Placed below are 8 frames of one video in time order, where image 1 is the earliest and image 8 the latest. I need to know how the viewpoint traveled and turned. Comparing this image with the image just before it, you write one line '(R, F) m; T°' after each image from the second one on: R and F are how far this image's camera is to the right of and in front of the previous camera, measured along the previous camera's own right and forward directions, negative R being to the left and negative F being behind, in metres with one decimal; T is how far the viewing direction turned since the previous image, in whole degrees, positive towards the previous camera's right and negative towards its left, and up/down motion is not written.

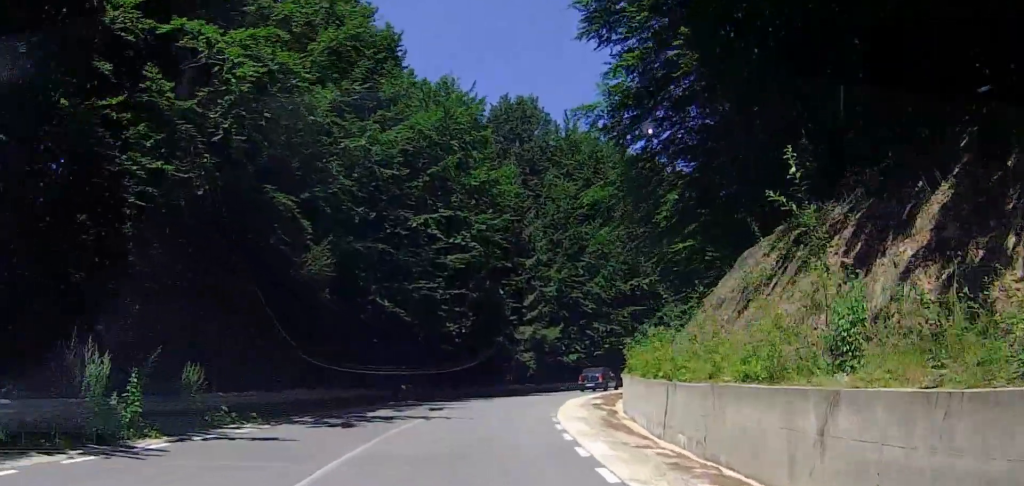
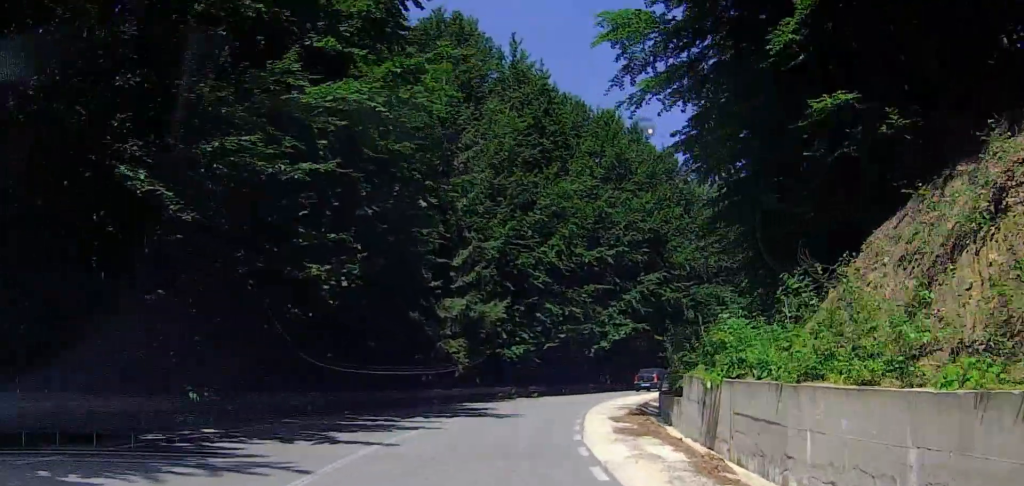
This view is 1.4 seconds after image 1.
(0.0, +16.2) m; 0°
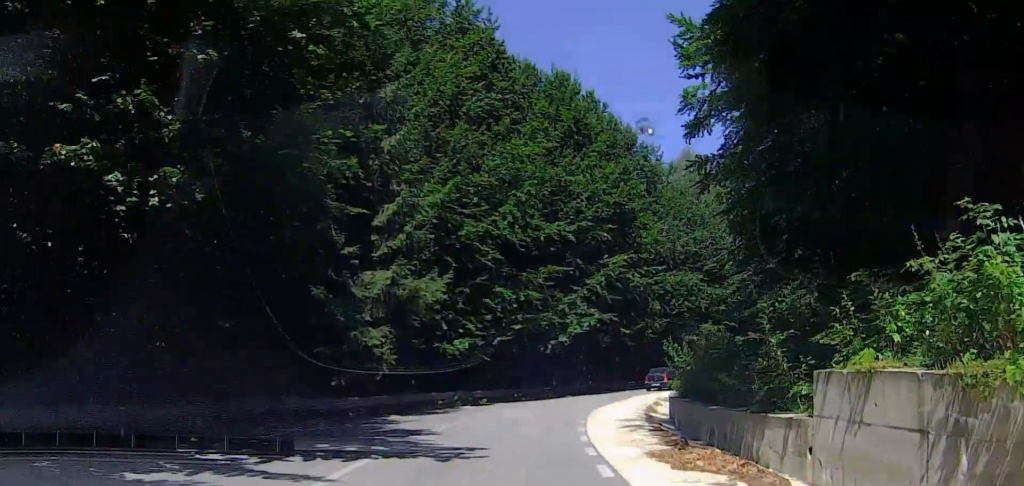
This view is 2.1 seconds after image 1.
(0.0, +7.6) m; 0°
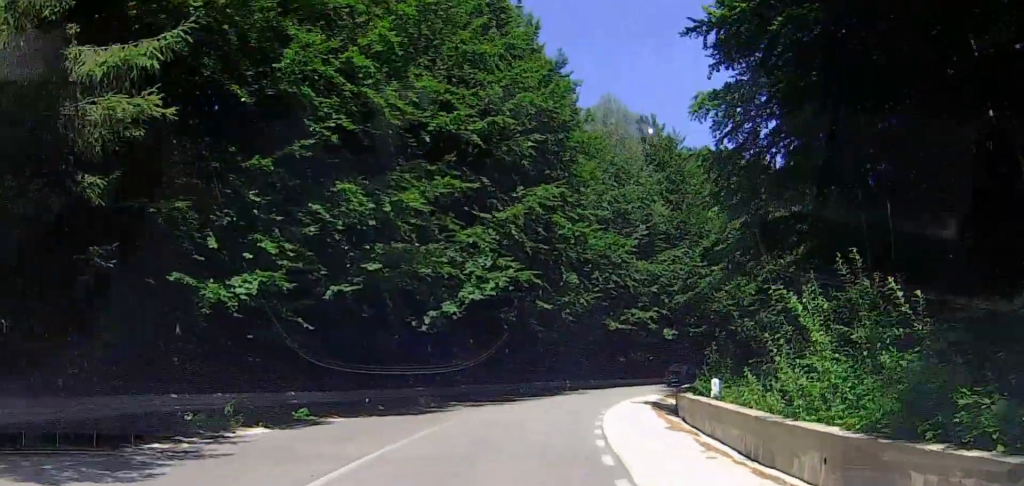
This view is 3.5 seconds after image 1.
(+0.3, +15.9) m; +4°
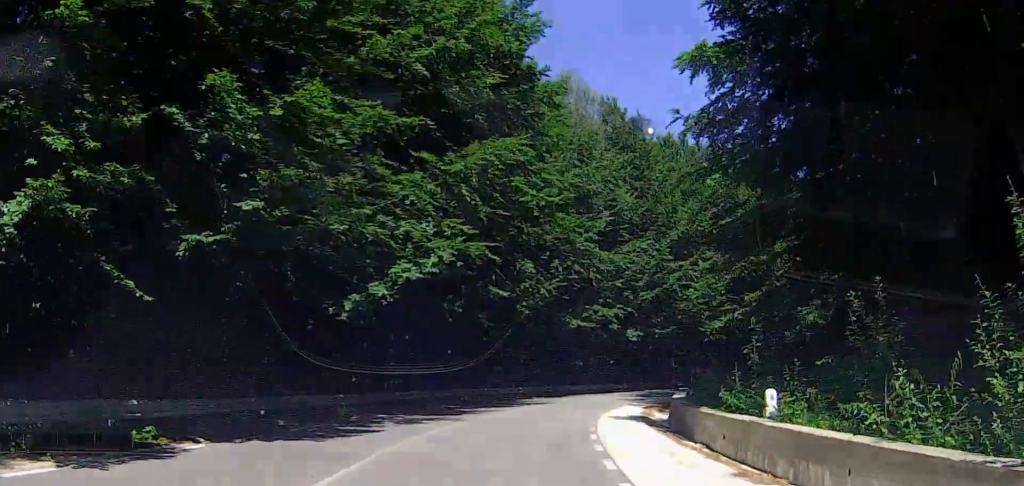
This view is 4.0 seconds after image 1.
(-0.1, +5.9) m; +2°
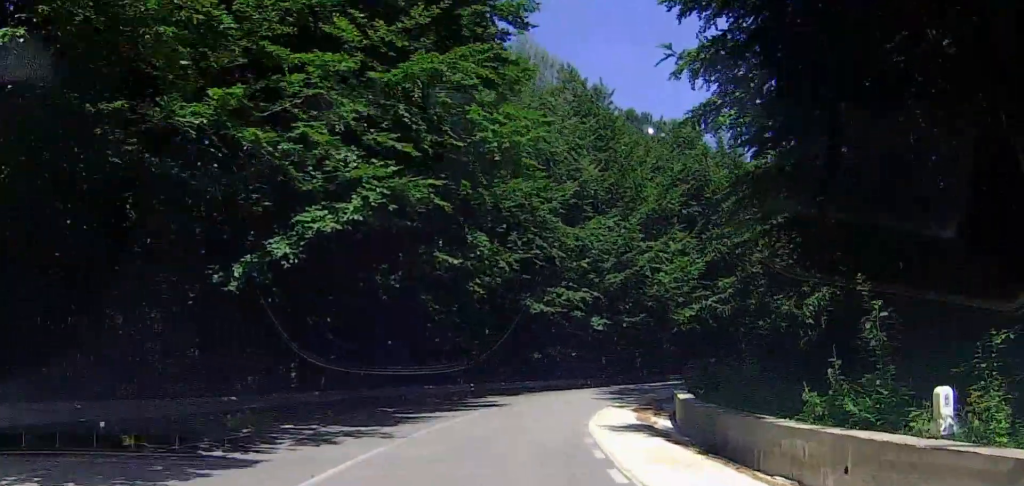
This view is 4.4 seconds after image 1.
(+0.3, +6.2) m; +9°
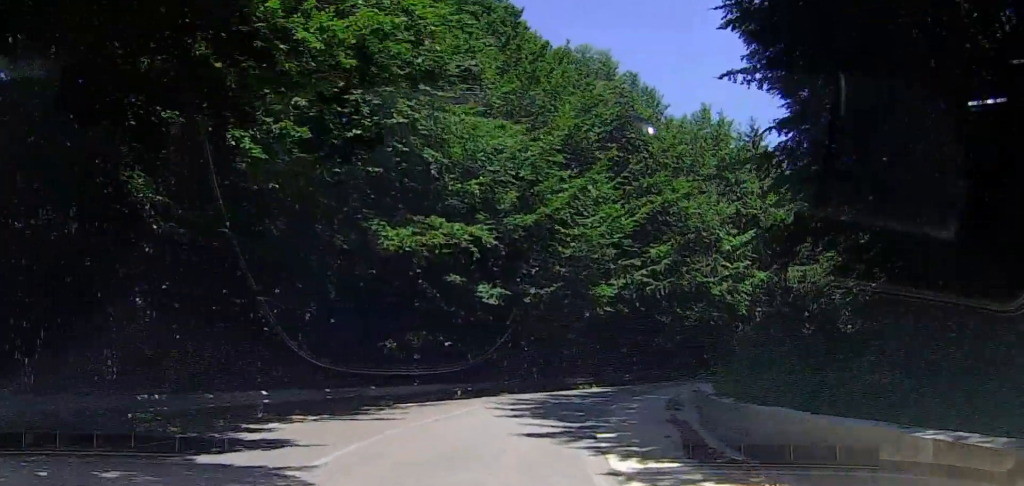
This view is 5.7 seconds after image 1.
(+3.7, +15.7) m; +27°
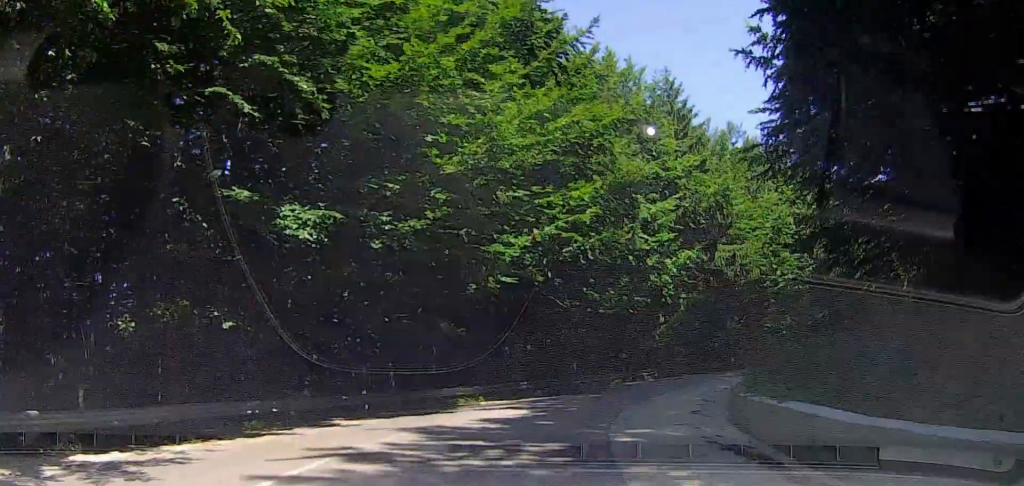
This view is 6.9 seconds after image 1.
(+1.9, +12.8) m; +14°
